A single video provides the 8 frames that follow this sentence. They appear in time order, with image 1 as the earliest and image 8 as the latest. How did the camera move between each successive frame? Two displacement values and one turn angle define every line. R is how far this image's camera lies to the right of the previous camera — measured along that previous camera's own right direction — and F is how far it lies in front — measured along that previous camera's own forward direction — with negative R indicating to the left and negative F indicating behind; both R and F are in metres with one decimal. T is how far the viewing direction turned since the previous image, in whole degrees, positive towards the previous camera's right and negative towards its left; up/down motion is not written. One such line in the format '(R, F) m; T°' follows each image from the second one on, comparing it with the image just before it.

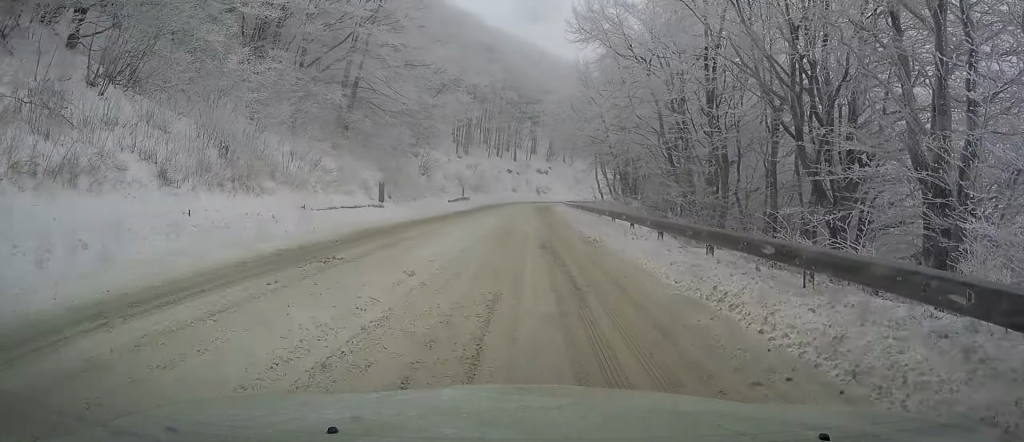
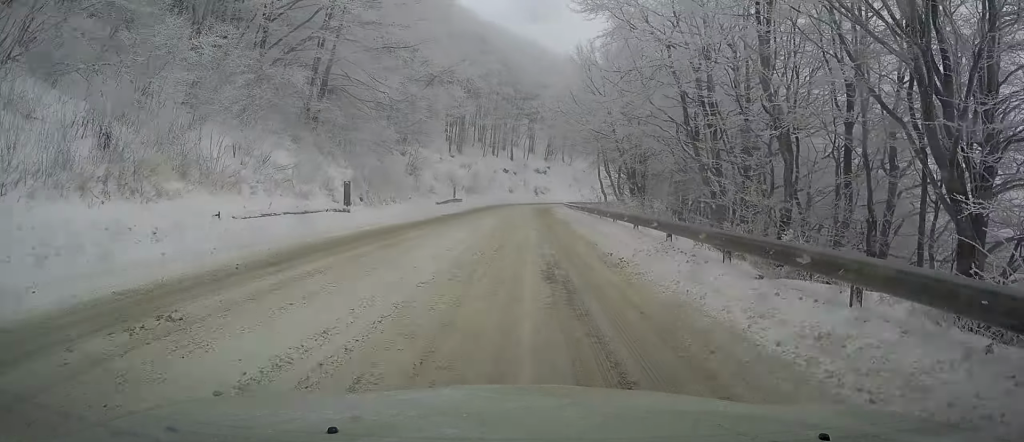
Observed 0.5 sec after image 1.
(-0.1, +5.2) m; +1°
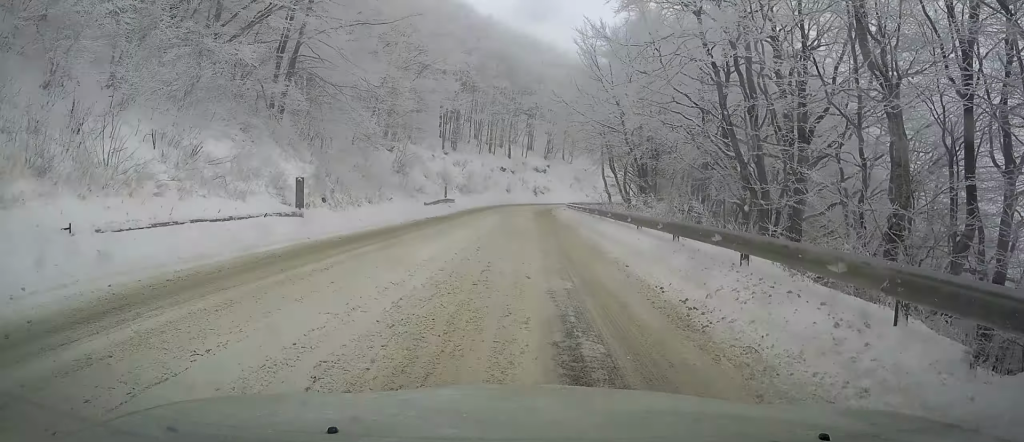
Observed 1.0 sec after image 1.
(+0.2, +4.9) m; +1°
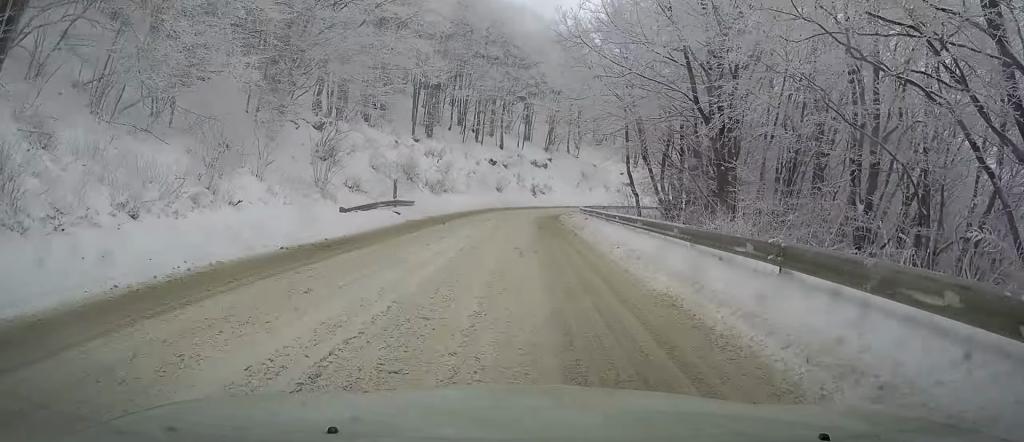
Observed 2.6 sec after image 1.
(+0.4, +17.3) m; 0°
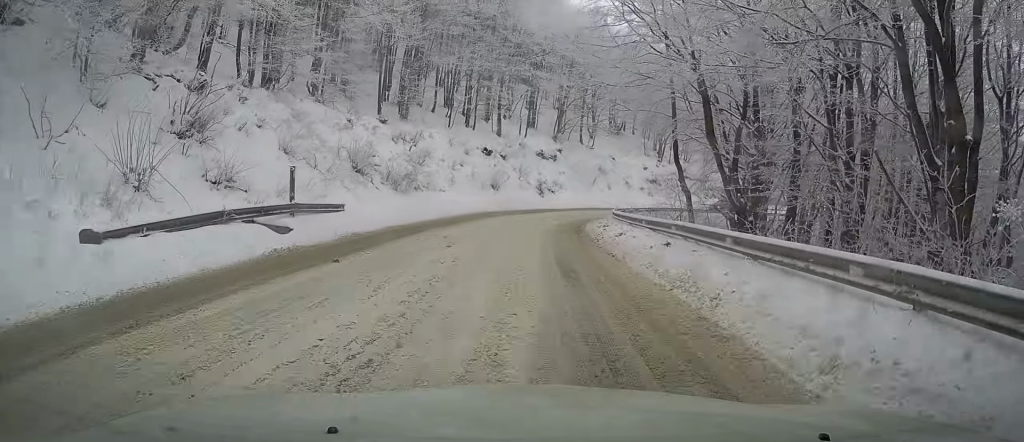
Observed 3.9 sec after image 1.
(-0.2, +13.0) m; +1°
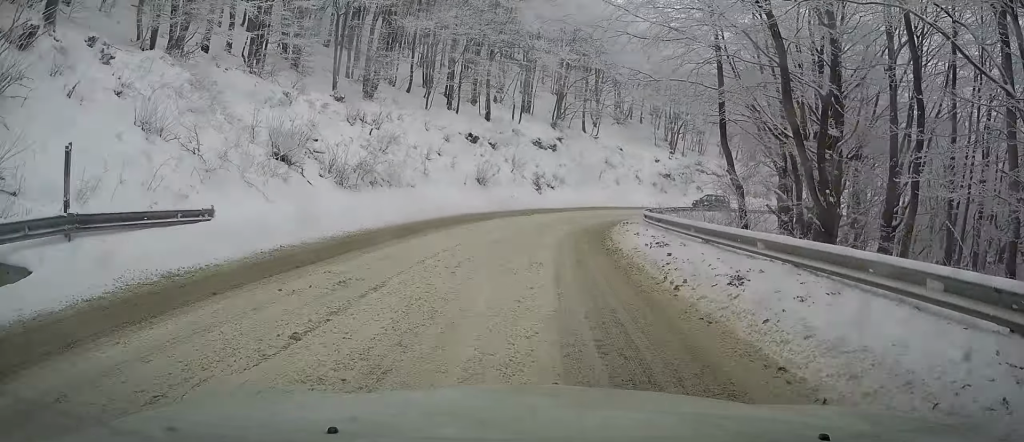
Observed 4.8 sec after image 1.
(+0.1, +7.8) m; +2°
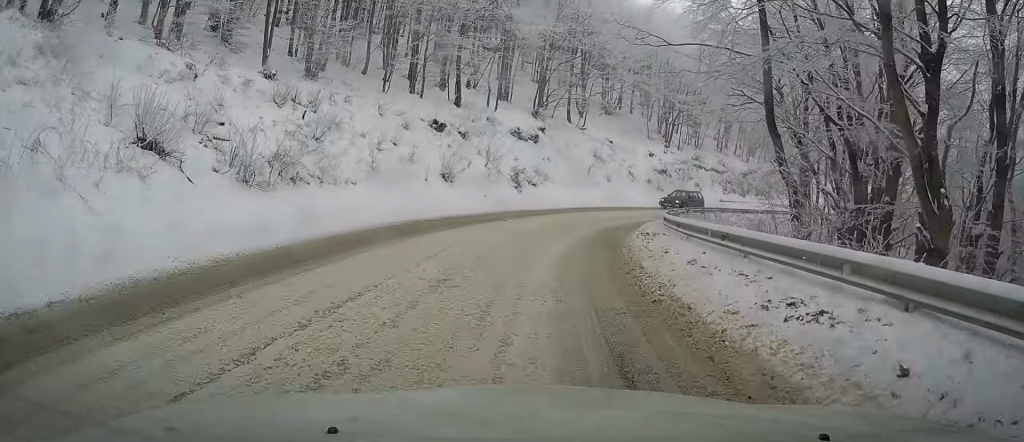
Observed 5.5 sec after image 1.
(0.0, +6.2) m; +1°
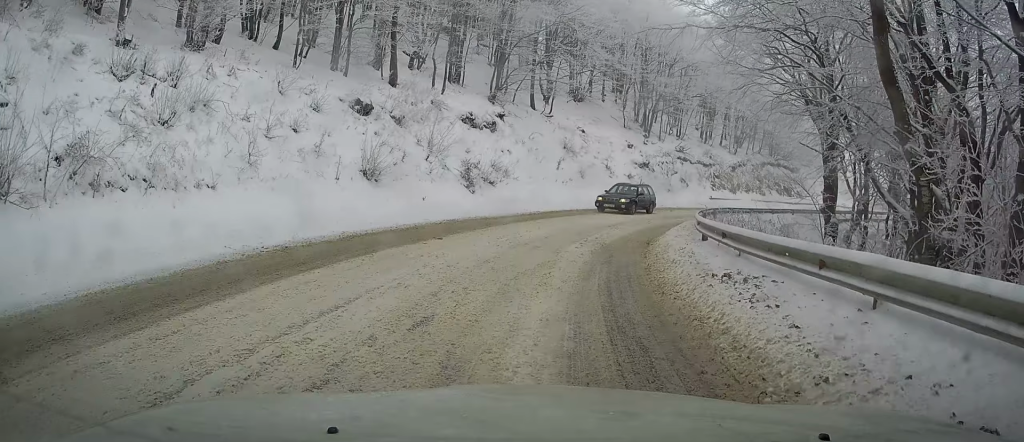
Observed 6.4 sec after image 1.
(+0.2, +7.5) m; +5°
